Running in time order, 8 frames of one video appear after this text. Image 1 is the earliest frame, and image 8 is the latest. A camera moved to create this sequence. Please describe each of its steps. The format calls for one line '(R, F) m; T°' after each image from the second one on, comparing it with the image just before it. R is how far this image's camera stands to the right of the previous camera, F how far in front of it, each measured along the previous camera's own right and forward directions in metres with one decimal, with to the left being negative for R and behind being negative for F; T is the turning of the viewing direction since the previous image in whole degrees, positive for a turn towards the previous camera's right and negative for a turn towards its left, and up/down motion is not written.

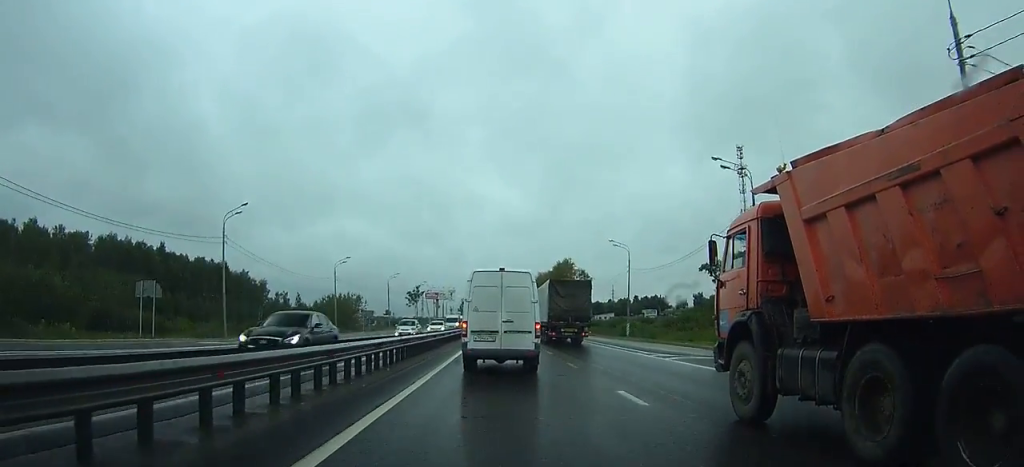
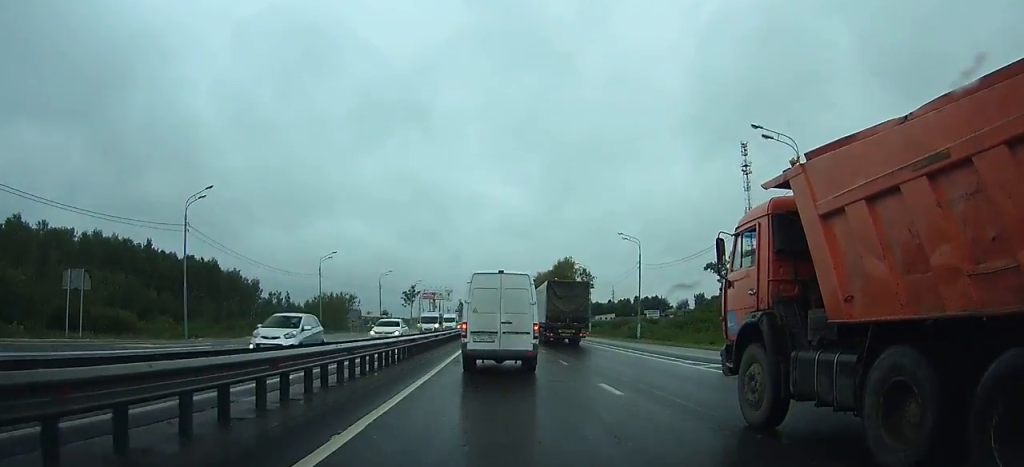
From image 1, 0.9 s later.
(0.0, +6.2) m; 0°
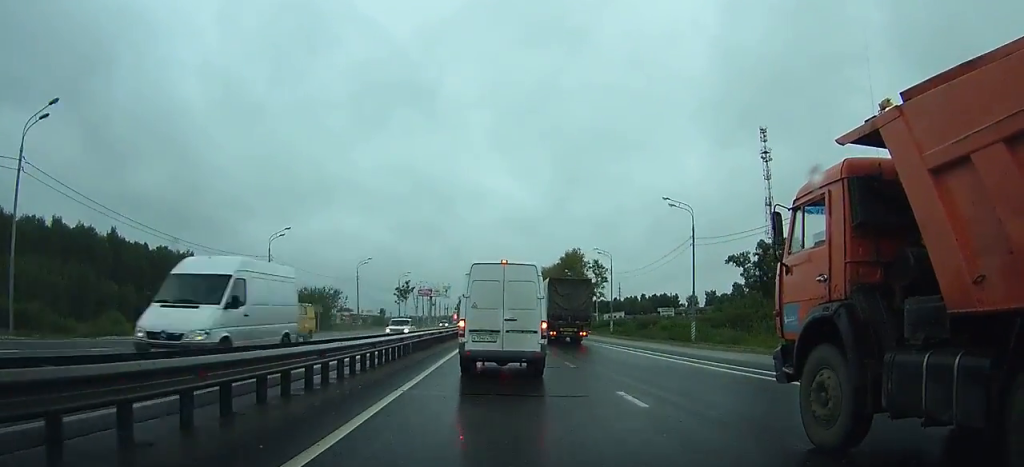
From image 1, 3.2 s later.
(+0.1, +16.8) m; 0°
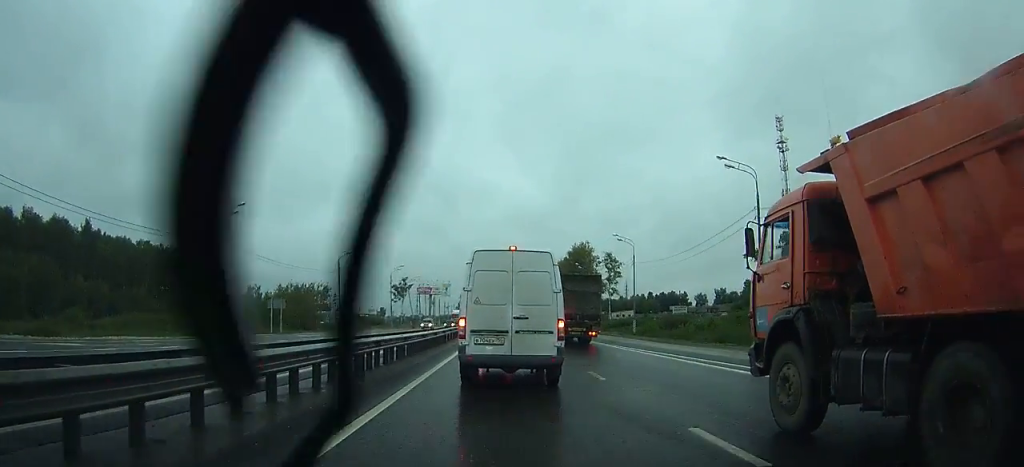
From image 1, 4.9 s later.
(-0.1, +11.9) m; 0°
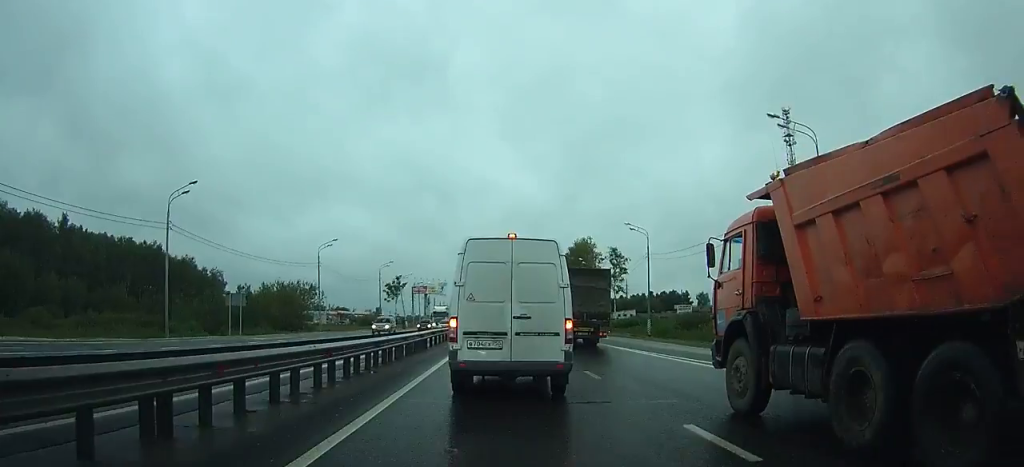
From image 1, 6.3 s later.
(0.0, +8.9) m; 0°
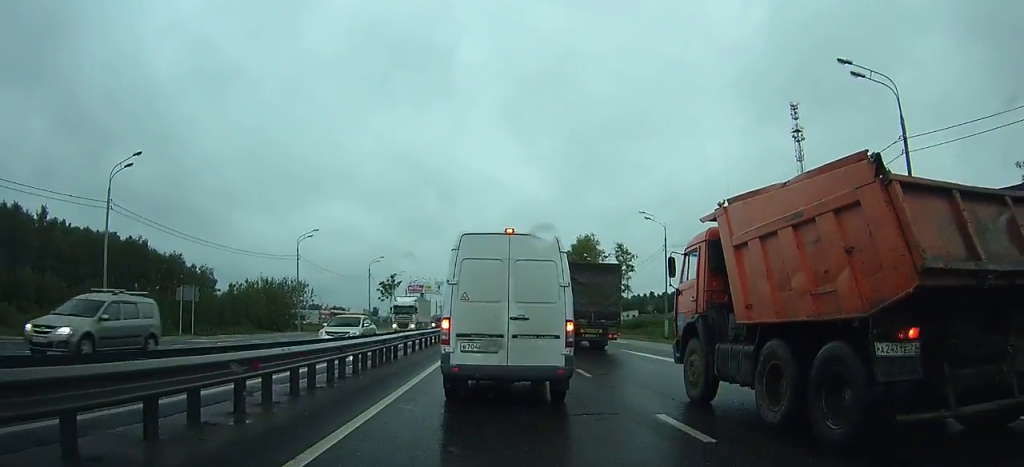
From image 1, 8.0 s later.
(-0.1, +8.8) m; 0°
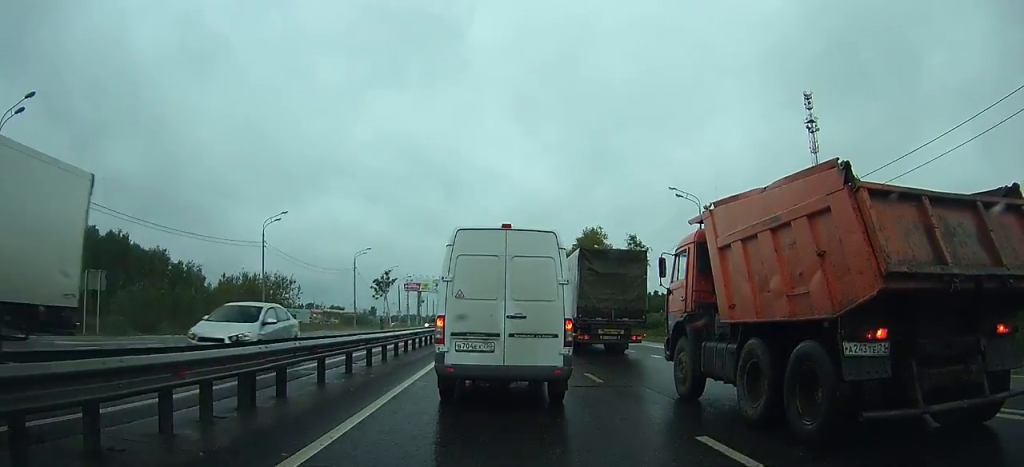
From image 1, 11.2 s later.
(-0.1, +12.4) m; -2°
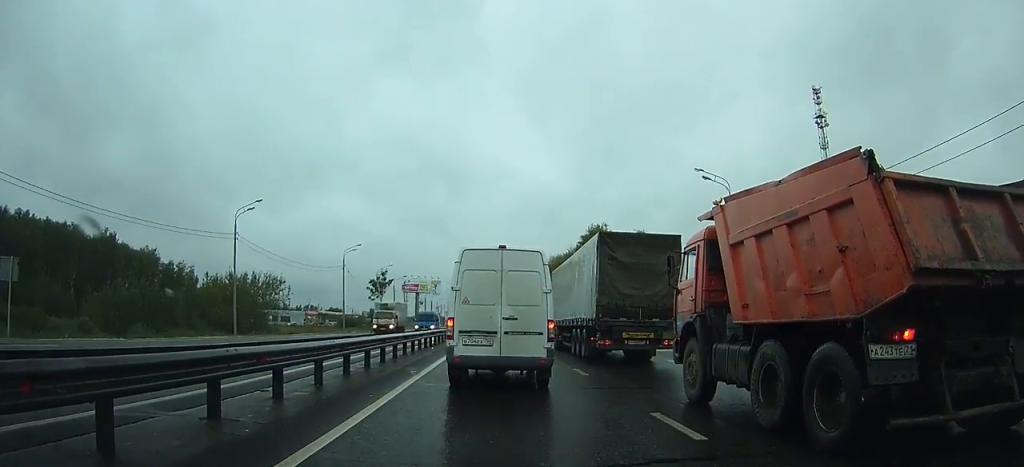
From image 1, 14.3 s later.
(-0.1, +8.0) m; +2°
